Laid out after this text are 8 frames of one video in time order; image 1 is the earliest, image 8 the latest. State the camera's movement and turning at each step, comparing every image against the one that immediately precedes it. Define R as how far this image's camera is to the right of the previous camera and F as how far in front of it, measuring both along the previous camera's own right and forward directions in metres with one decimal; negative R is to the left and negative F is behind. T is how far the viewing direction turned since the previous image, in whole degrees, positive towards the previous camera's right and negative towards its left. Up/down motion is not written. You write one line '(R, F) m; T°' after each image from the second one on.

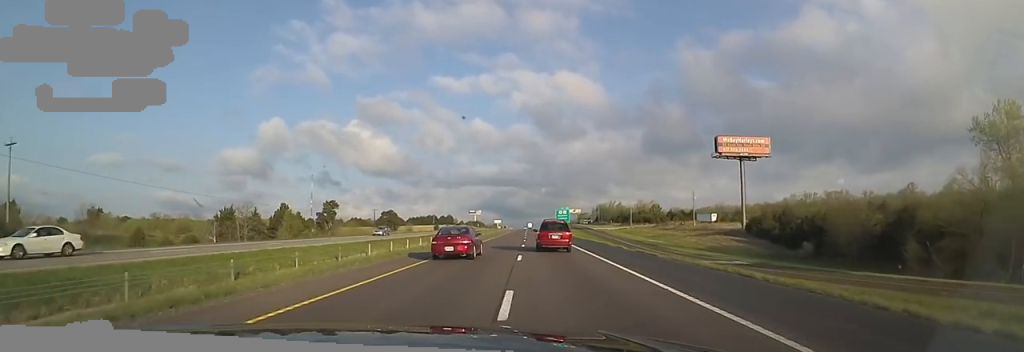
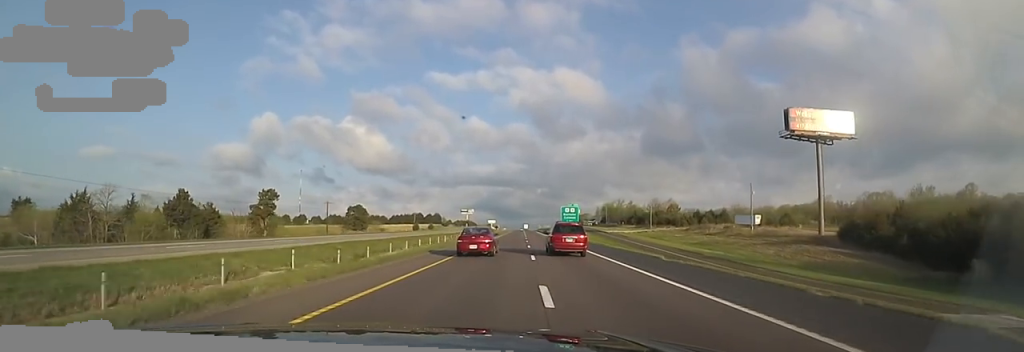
(+0.2, +35.2) m; +3°
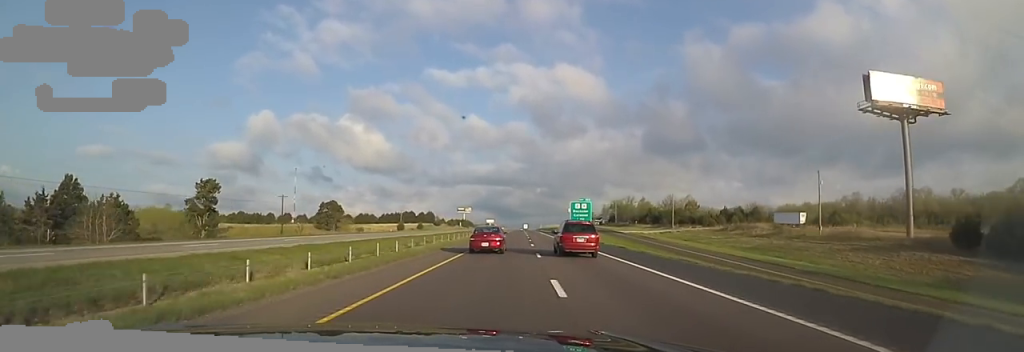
(+1.3, +23.2) m; 0°
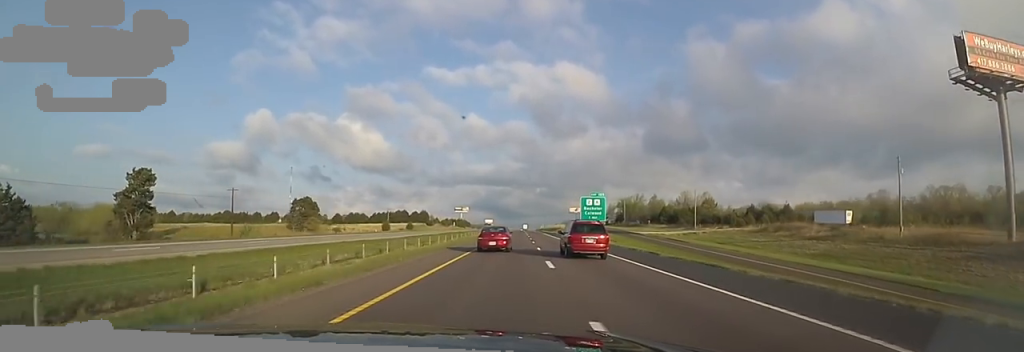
(-0.3, +17.9) m; -1°
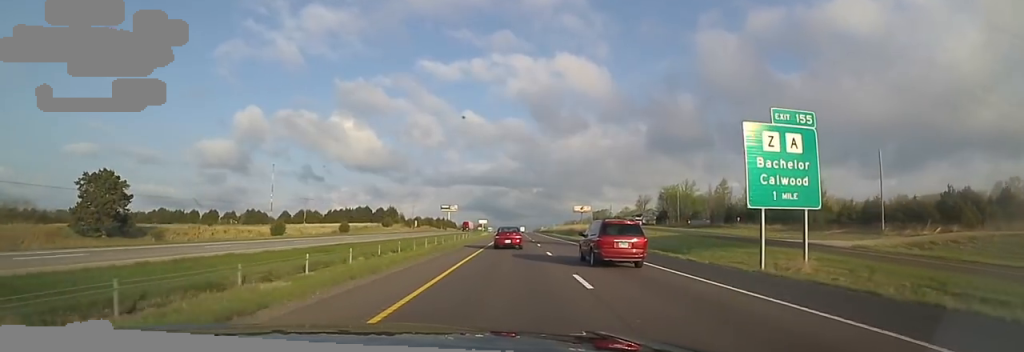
(-0.7, +66.6) m; 0°
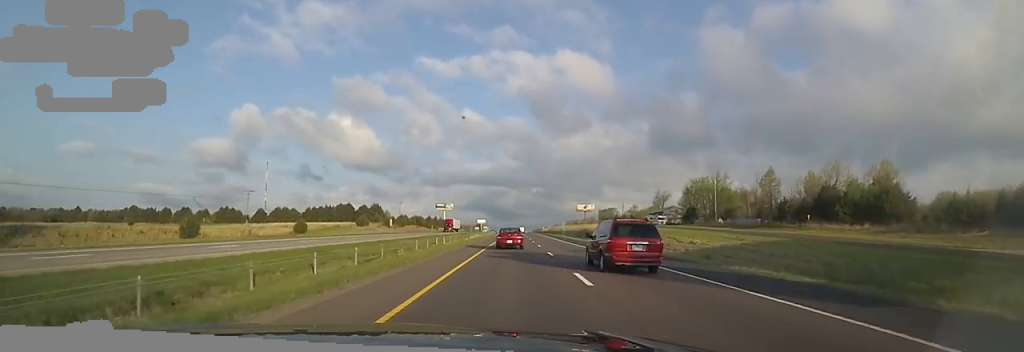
(-0.8, +23.5) m; 0°
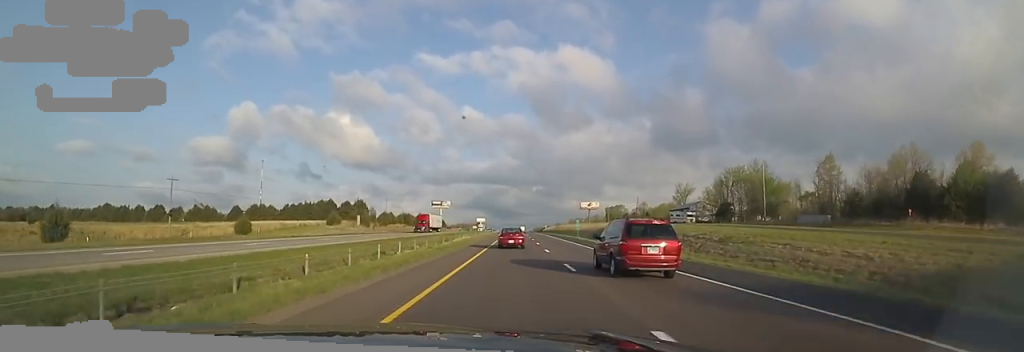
(+0.9, +19.8) m; 0°
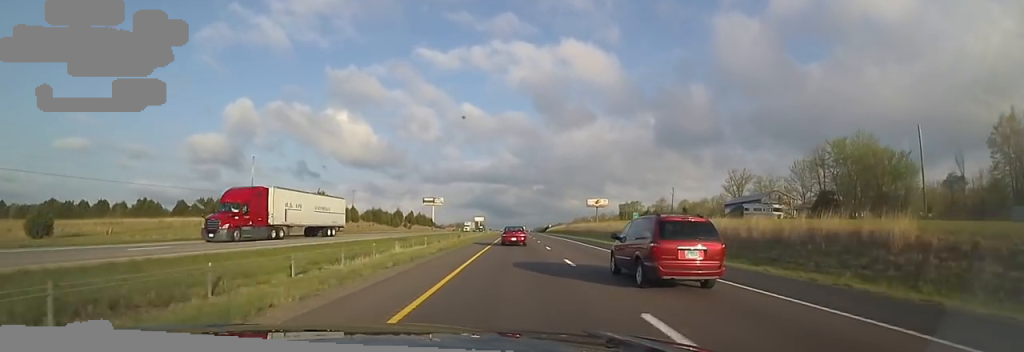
(-0.2, +33.8) m; -1°
